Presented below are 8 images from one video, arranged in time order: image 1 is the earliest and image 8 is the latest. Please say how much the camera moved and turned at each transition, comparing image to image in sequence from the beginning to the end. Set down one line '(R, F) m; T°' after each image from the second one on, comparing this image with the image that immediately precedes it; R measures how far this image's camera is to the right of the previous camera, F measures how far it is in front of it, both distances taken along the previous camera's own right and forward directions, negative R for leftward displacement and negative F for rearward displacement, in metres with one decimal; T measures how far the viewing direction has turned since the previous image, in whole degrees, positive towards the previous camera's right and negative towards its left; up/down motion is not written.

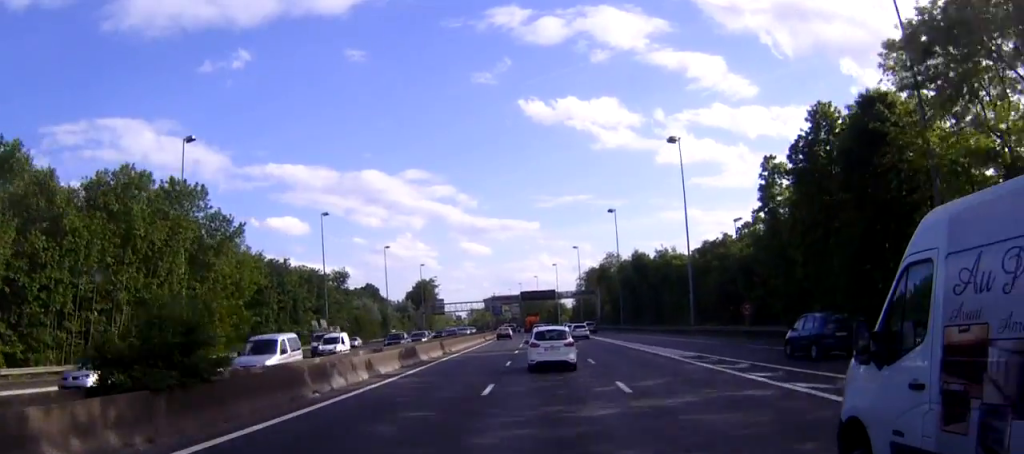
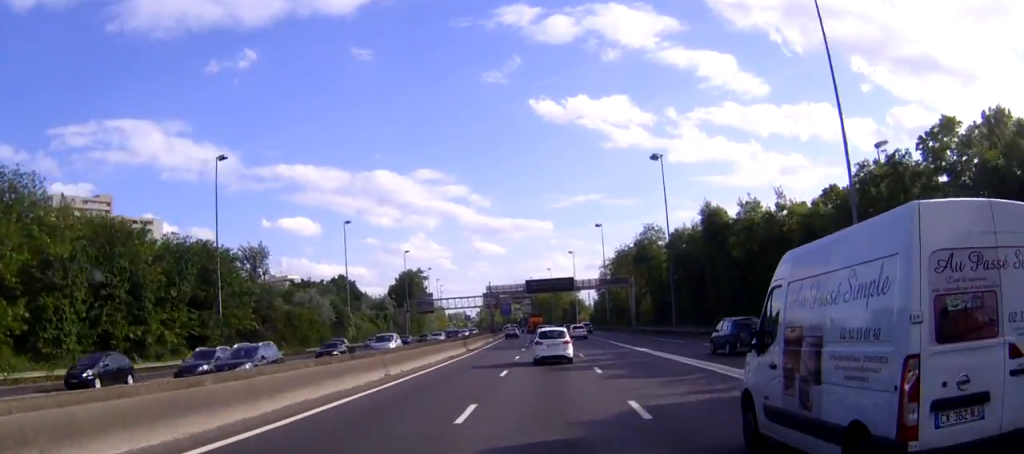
(-0.5, +41.5) m; -2°
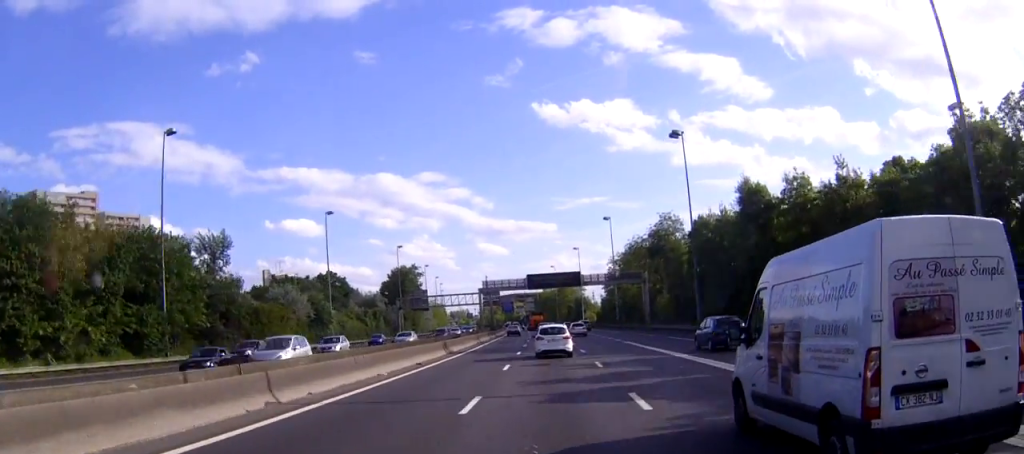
(0.0, +12.2) m; 0°
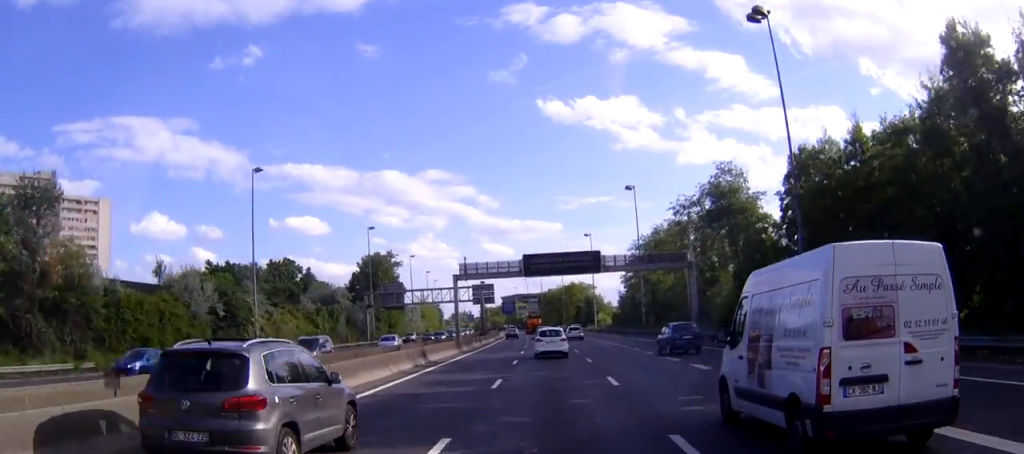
(-0.2, +30.5) m; -1°
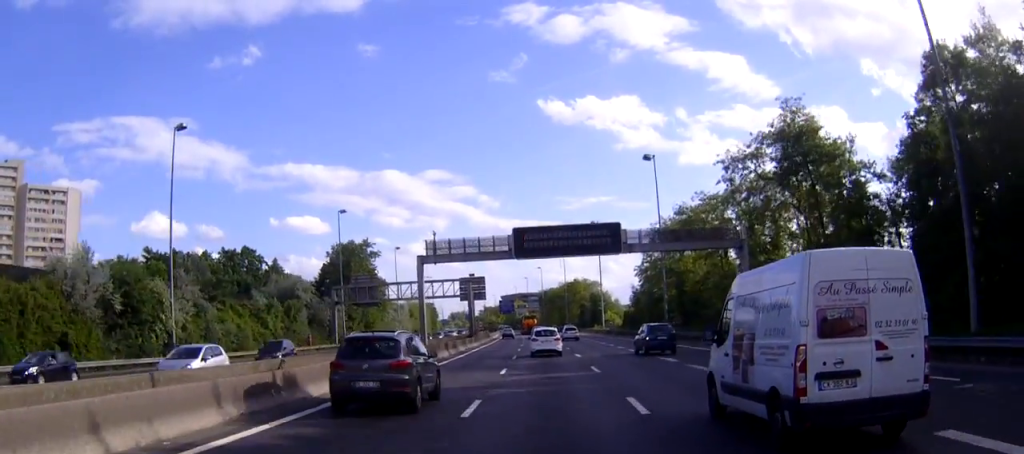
(0.0, +19.3) m; 0°
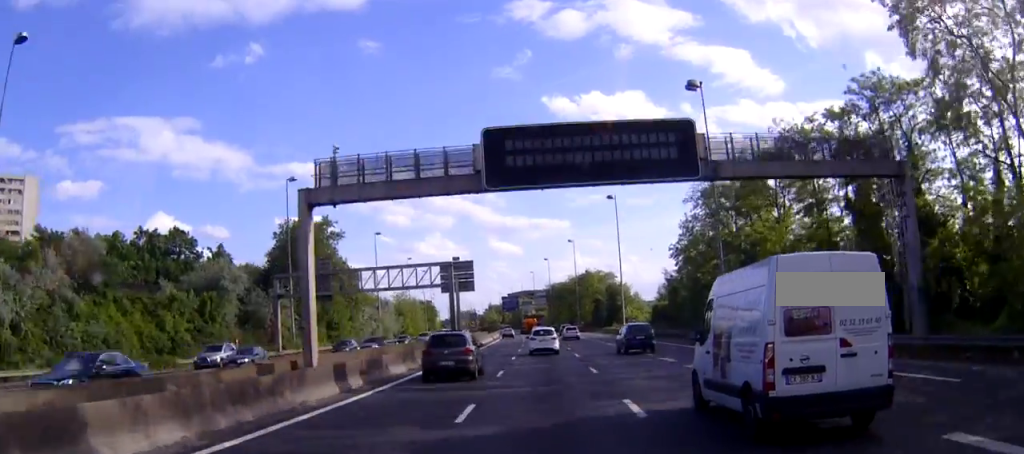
(0.0, +25.3) m; -1°
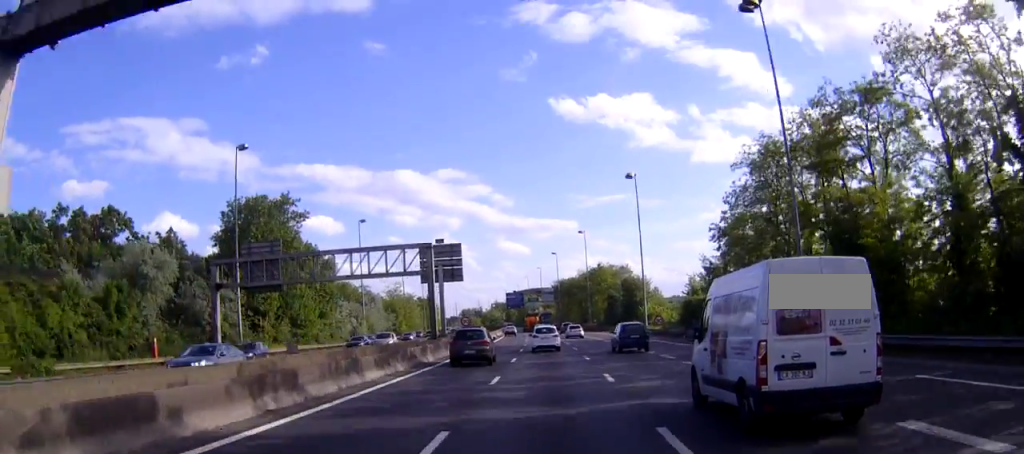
(-0.1, +17.1) m; 0°
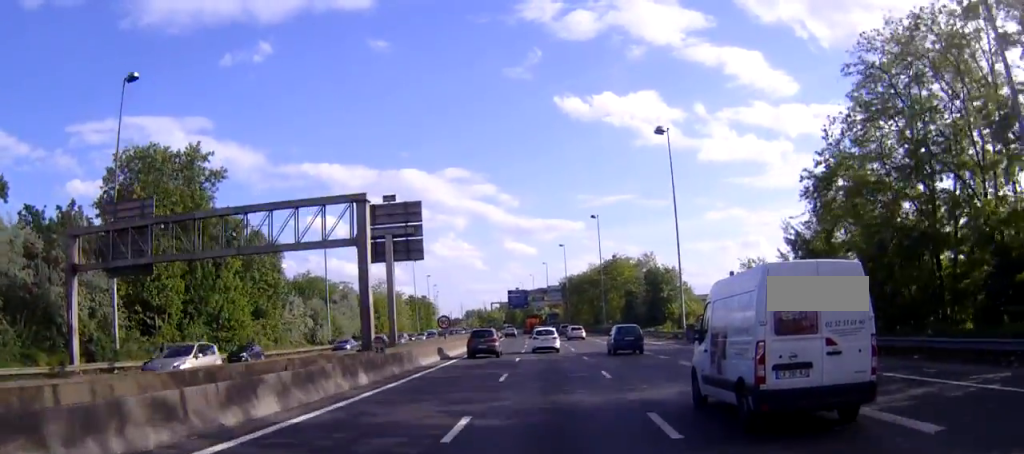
(0.0, +22.8) m; 0°
